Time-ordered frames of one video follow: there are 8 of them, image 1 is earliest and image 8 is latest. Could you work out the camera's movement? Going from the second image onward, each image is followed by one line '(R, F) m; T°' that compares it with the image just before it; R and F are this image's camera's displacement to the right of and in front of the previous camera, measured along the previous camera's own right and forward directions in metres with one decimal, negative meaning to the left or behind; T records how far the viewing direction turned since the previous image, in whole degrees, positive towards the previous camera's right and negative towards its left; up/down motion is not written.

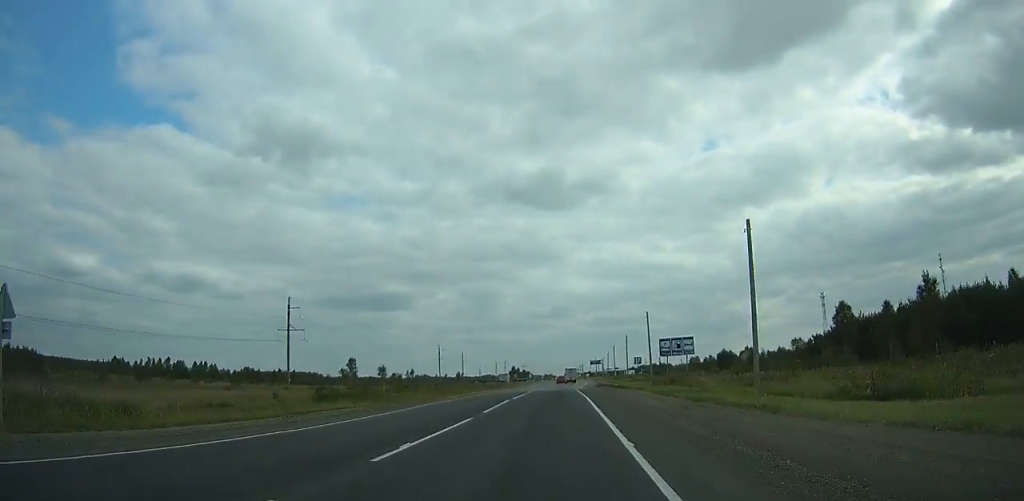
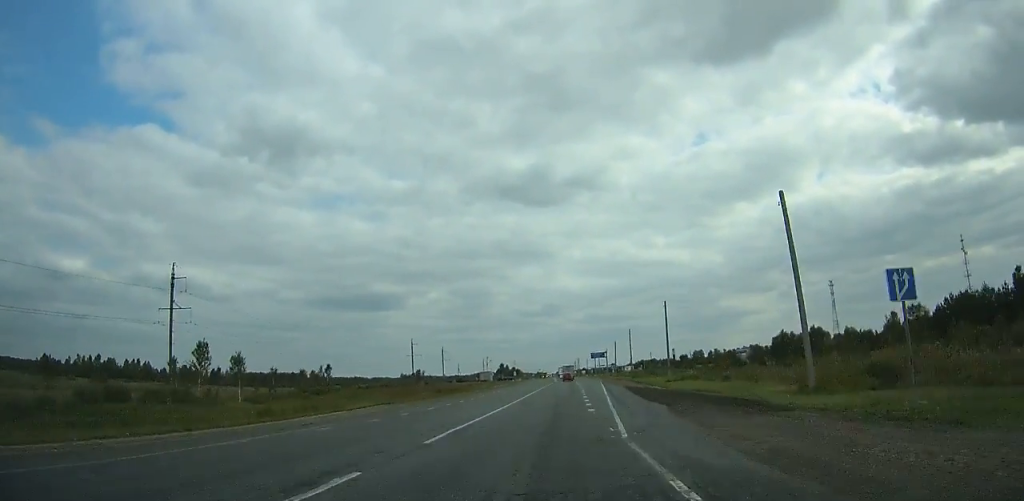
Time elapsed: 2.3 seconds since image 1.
(+0.1, +45.4) m; +1°
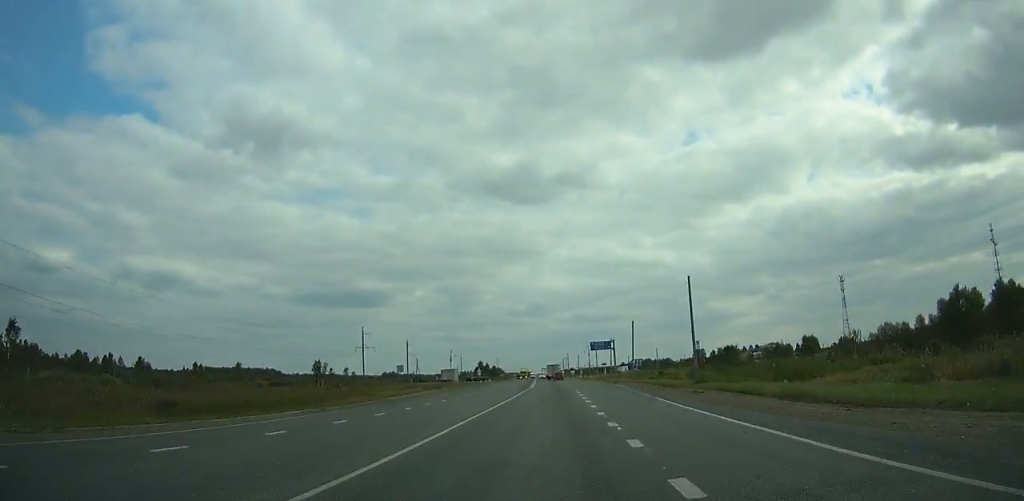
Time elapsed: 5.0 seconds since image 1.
(+0.3, +53.9) m; +1°
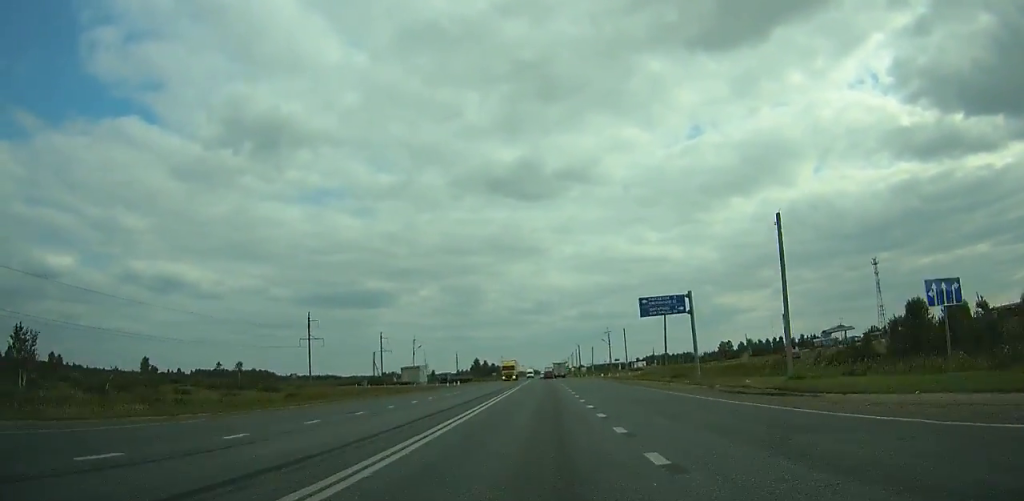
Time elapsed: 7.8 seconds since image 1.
(+0.4, +56.7) m; 0°
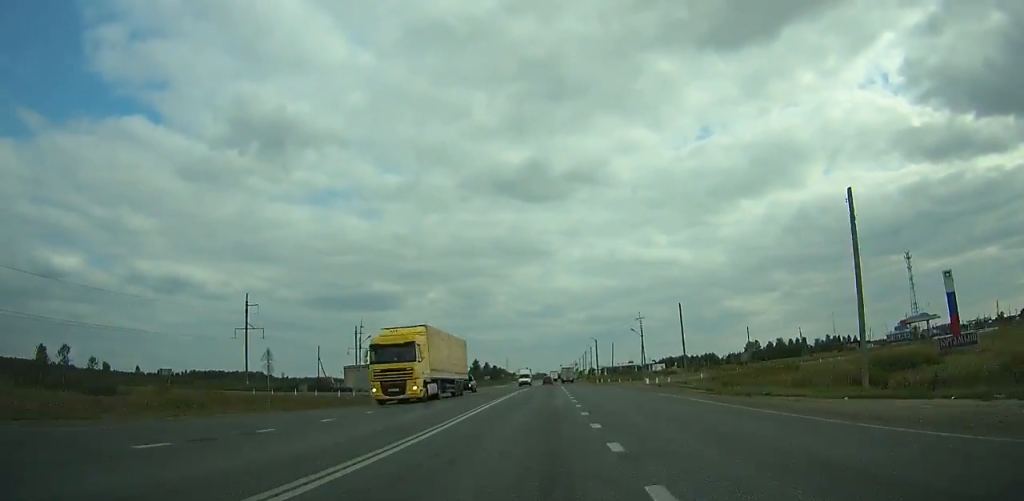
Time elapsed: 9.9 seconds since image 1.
(-0.1, +42.8) m; -1°
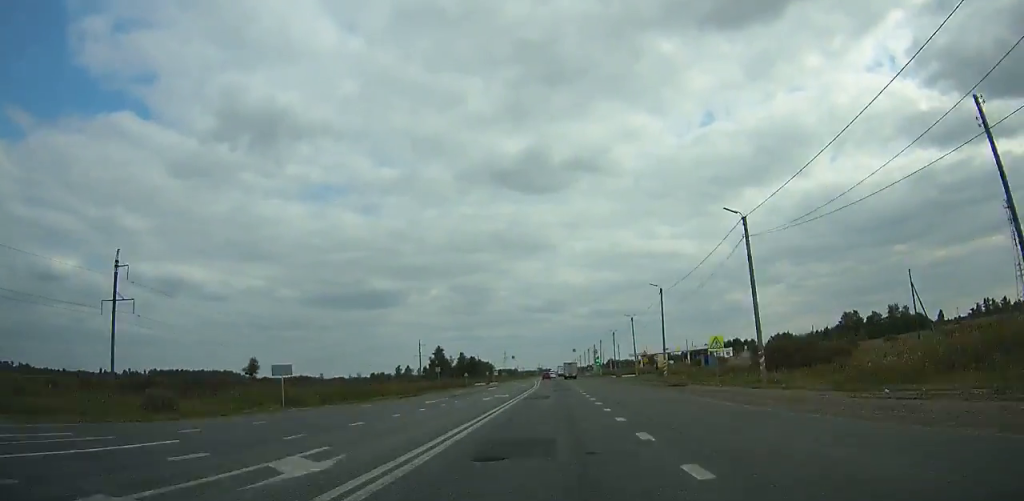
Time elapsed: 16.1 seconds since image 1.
(-2.4, +126.5) m; -1°
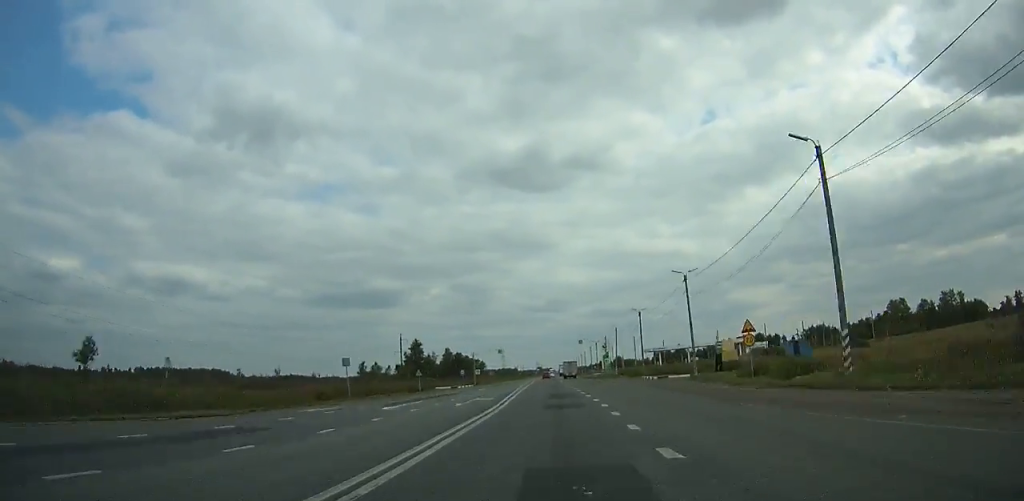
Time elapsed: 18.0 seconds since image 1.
(0.0, +38.8) m; 0°
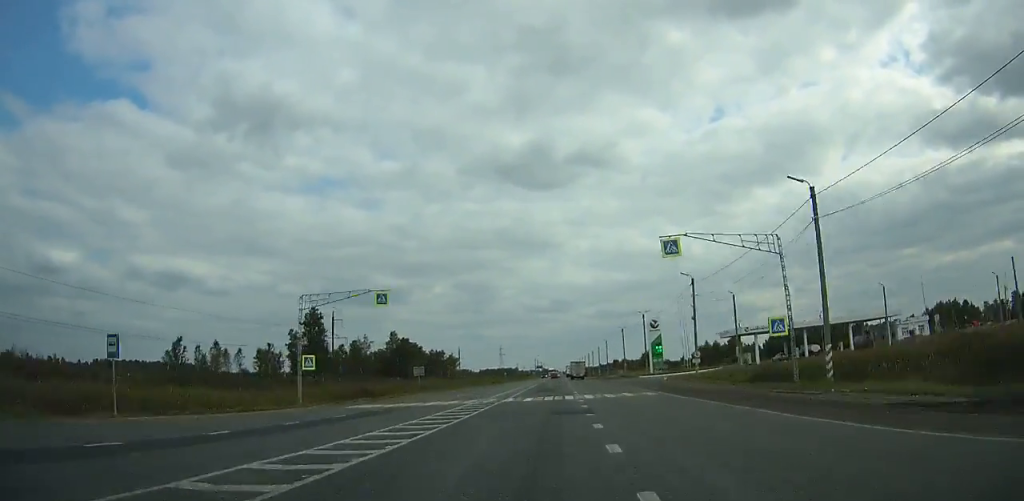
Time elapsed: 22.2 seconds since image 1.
(-0.2, +86.2) m; 0°
